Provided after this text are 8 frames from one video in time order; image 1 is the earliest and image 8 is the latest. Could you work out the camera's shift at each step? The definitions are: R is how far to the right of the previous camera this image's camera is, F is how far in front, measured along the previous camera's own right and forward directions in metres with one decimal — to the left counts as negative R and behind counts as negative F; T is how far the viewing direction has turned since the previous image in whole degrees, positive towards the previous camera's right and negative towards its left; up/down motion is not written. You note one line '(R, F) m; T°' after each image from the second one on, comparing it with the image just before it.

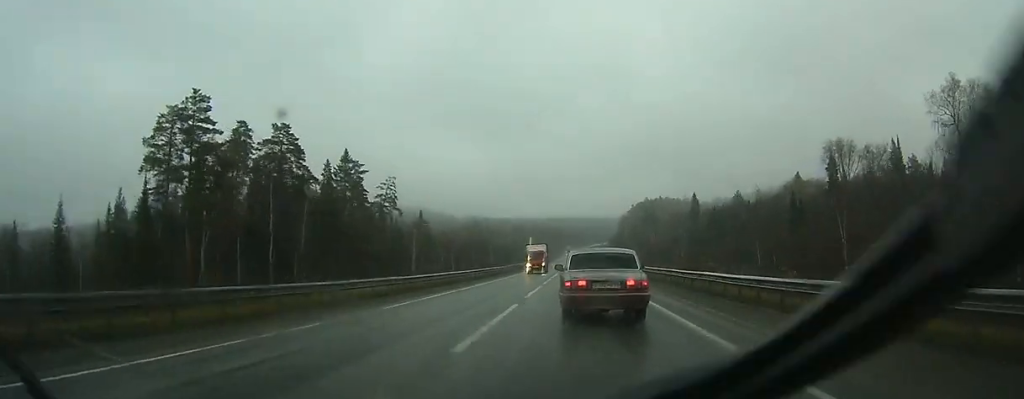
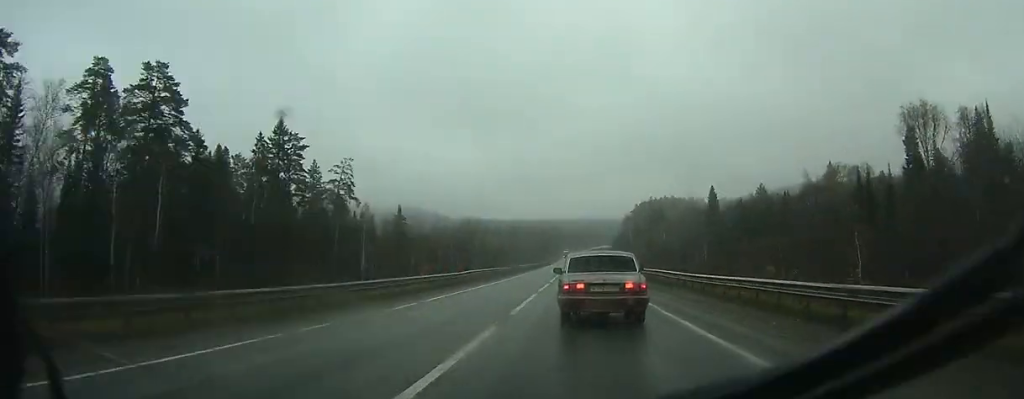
(+0.1, +29.2) m; 0°
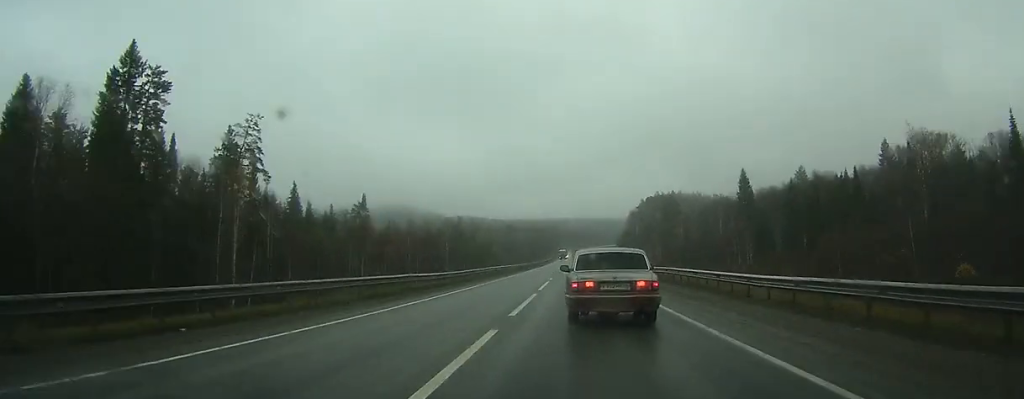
(0.0, +36.4) m; 0°
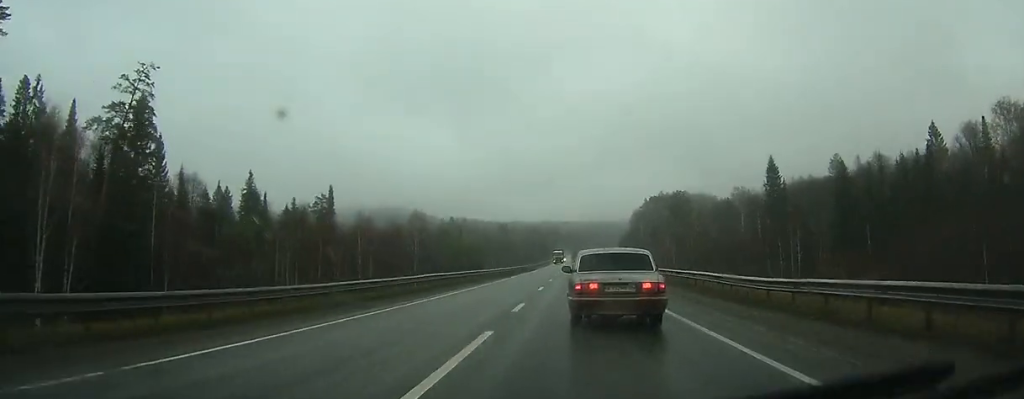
(0.0, +23.8) m; 0°
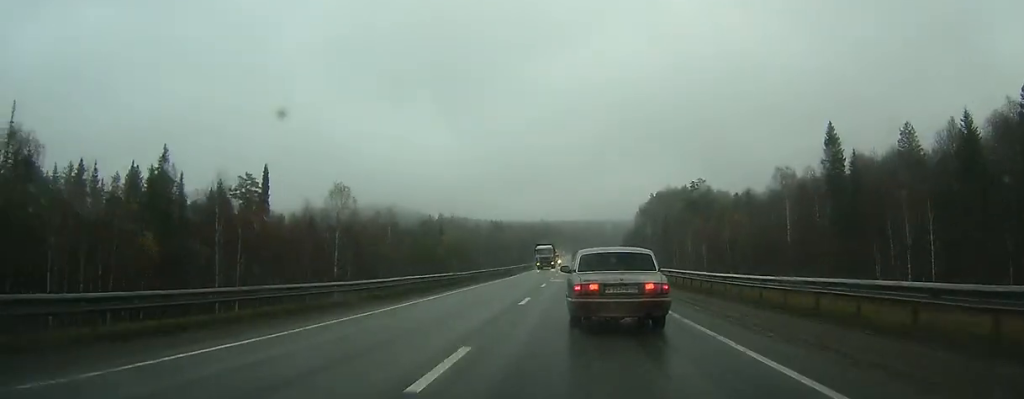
(+0.1, +33.8) m; 0°
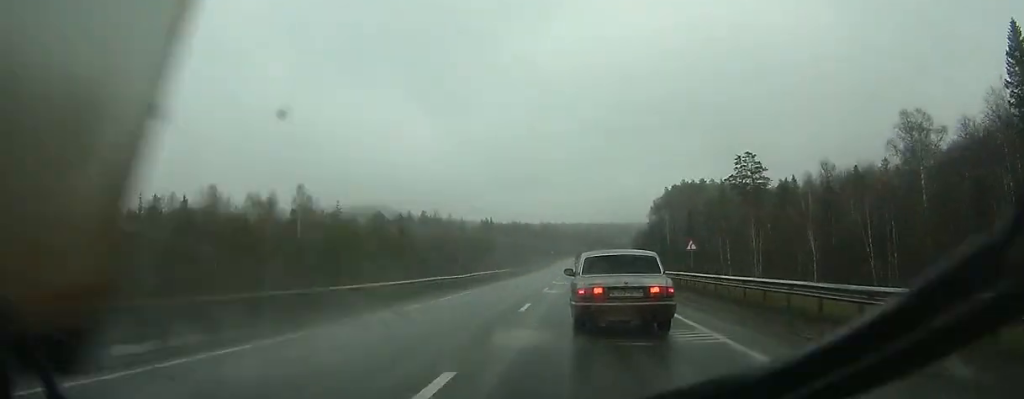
(-0.1, +51.3) m; -1°
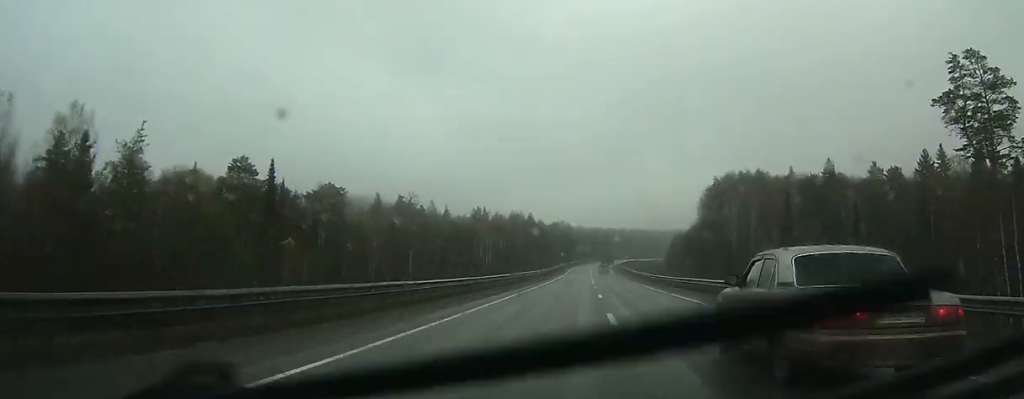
(-1.1, +76.5) m; -1°
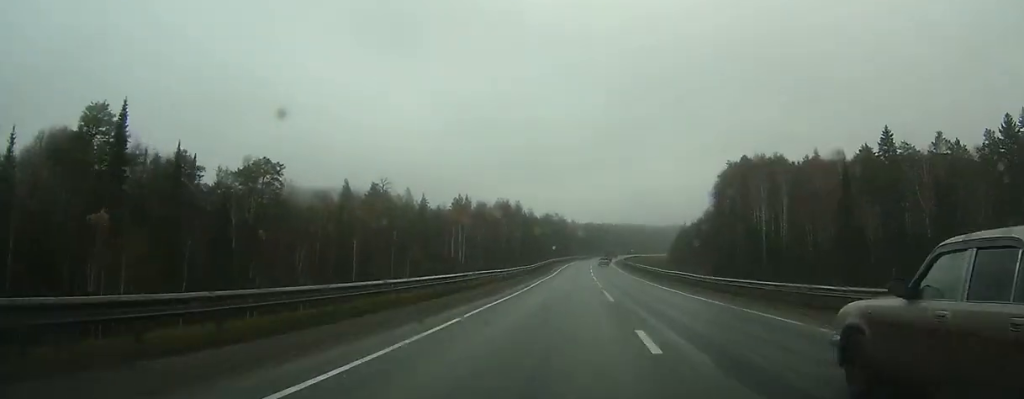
(0.0, +28.2) m; 0°
